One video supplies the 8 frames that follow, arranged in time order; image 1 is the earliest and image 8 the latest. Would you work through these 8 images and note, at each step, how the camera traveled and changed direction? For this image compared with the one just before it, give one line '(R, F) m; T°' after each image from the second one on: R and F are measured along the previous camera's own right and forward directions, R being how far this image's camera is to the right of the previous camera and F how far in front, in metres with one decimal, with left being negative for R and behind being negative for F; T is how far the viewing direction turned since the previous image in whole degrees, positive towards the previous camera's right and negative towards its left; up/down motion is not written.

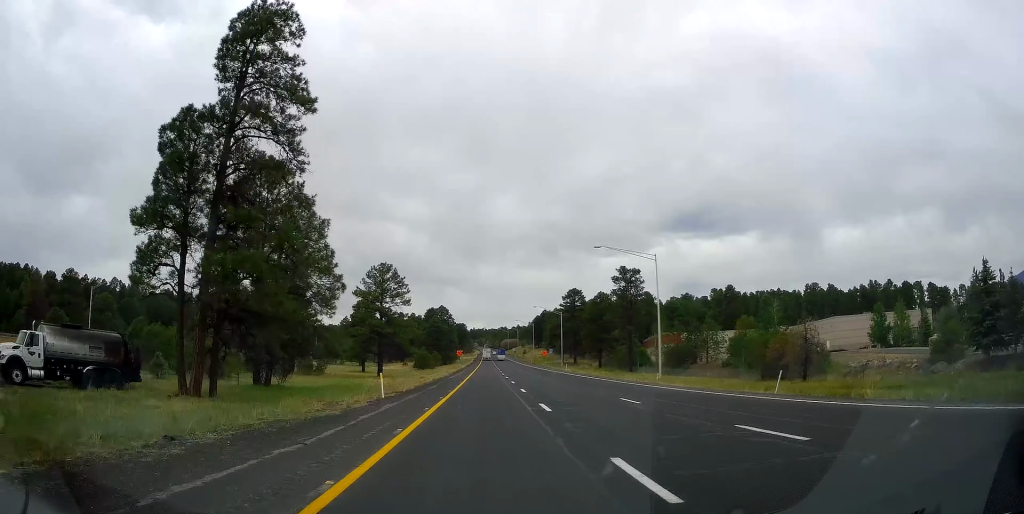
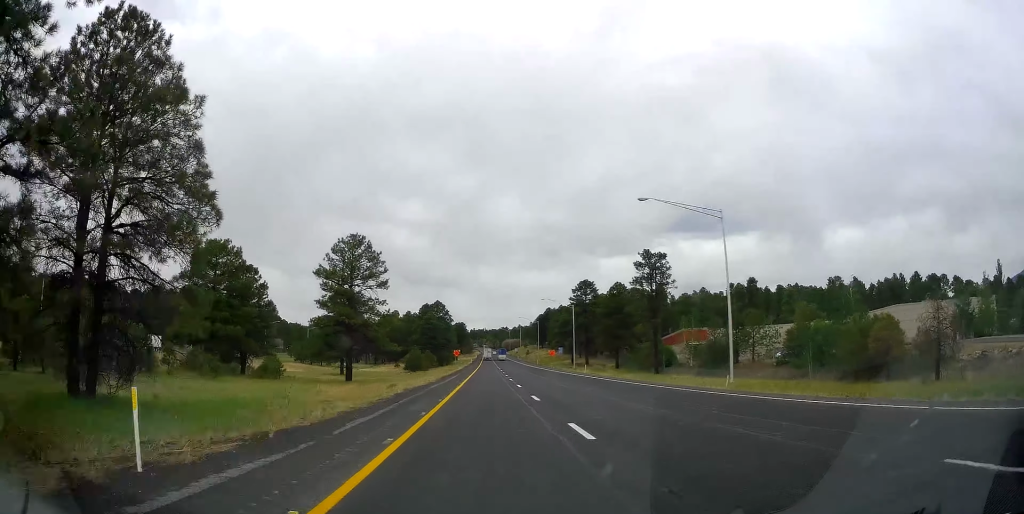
(0.0, +19.3) m; 0°
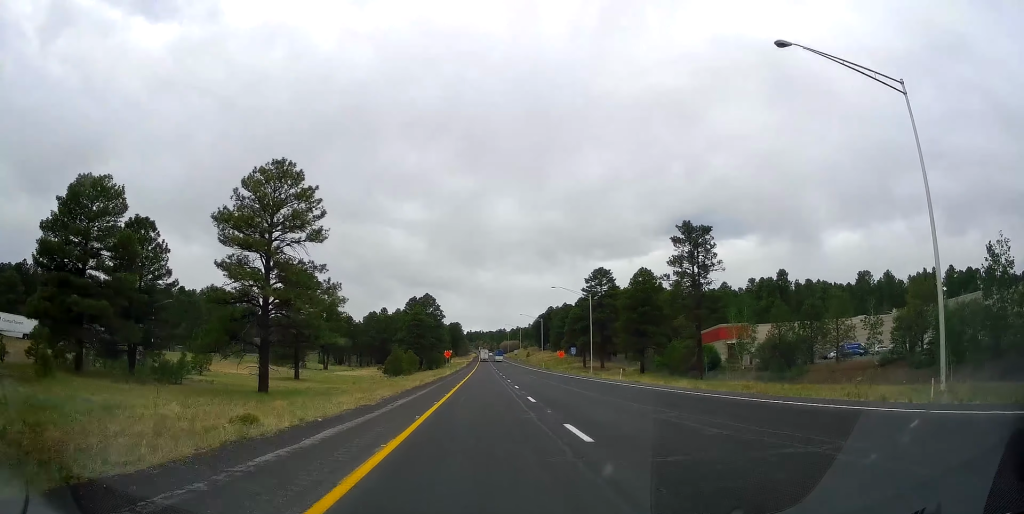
(+0.3, +24.4) m; 0°
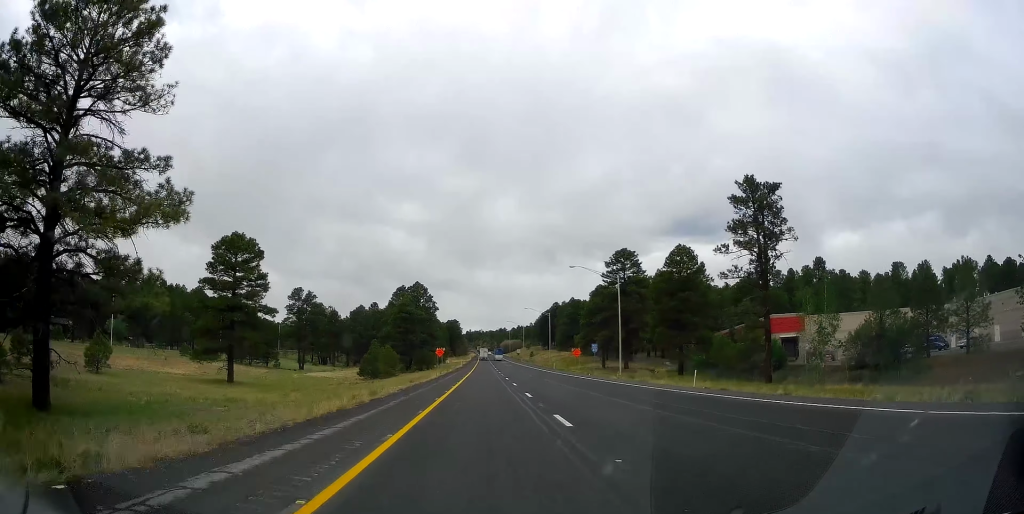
(-0.2, +22.4) m; +1°
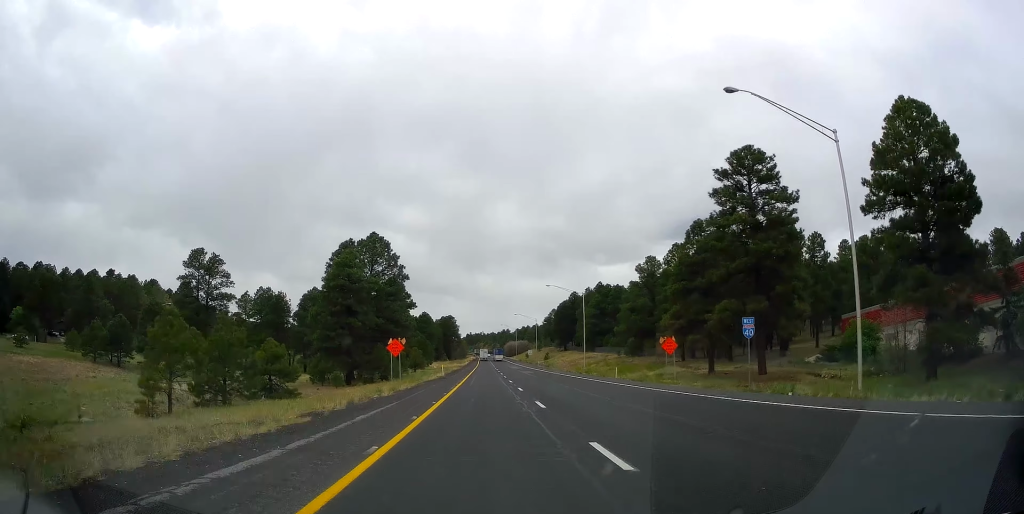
(-0.2, +54.7) m; -1°
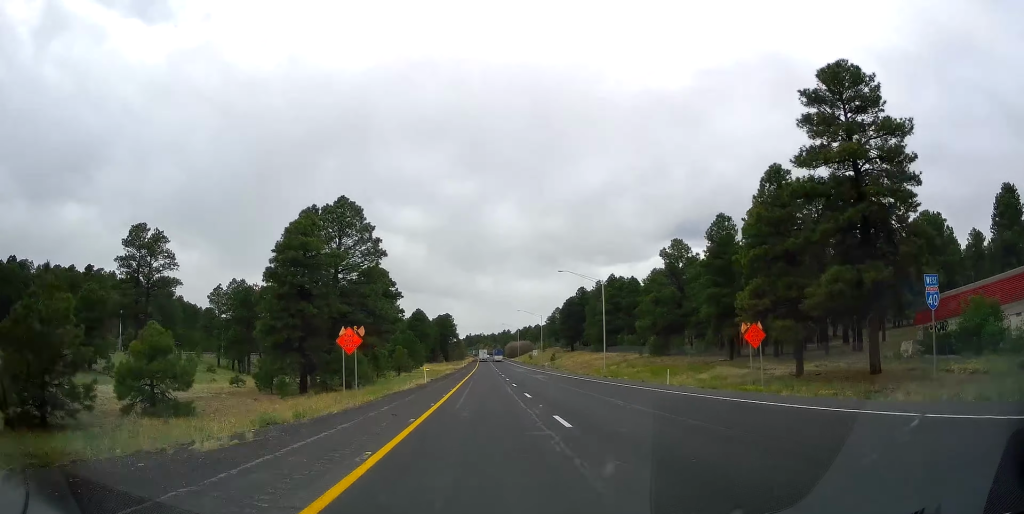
(-0.2, +18.3) m; 0°
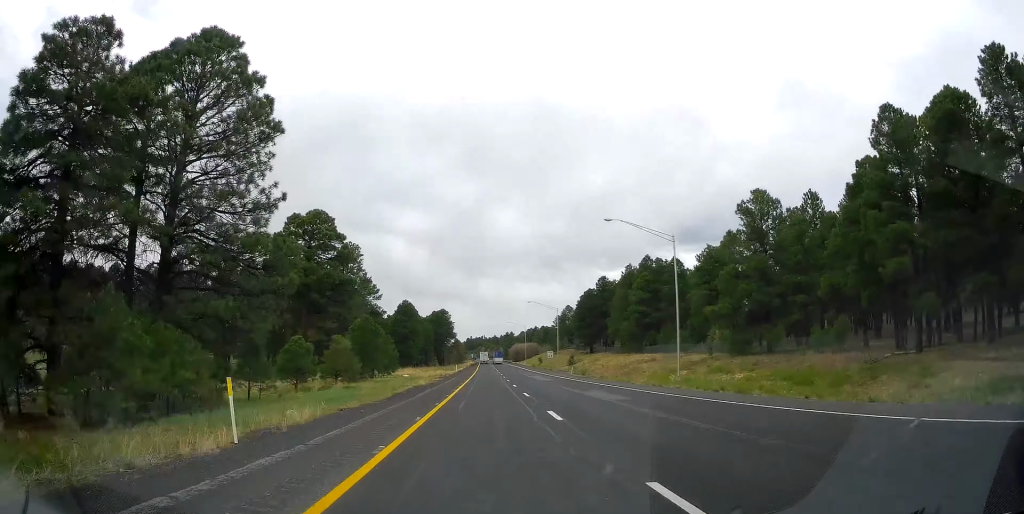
(+0.6, +34.6) m; +1°
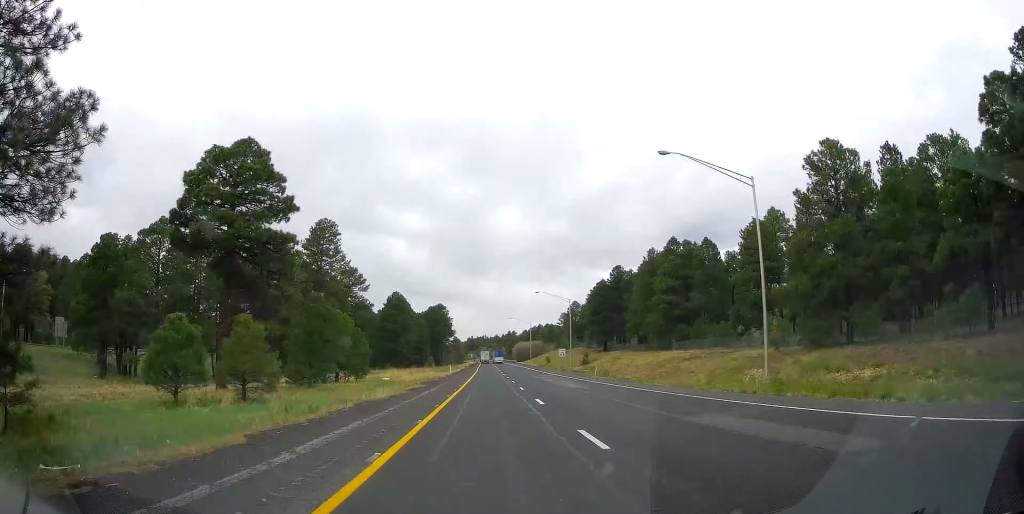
(+0.1, +18.4) m; 0°
